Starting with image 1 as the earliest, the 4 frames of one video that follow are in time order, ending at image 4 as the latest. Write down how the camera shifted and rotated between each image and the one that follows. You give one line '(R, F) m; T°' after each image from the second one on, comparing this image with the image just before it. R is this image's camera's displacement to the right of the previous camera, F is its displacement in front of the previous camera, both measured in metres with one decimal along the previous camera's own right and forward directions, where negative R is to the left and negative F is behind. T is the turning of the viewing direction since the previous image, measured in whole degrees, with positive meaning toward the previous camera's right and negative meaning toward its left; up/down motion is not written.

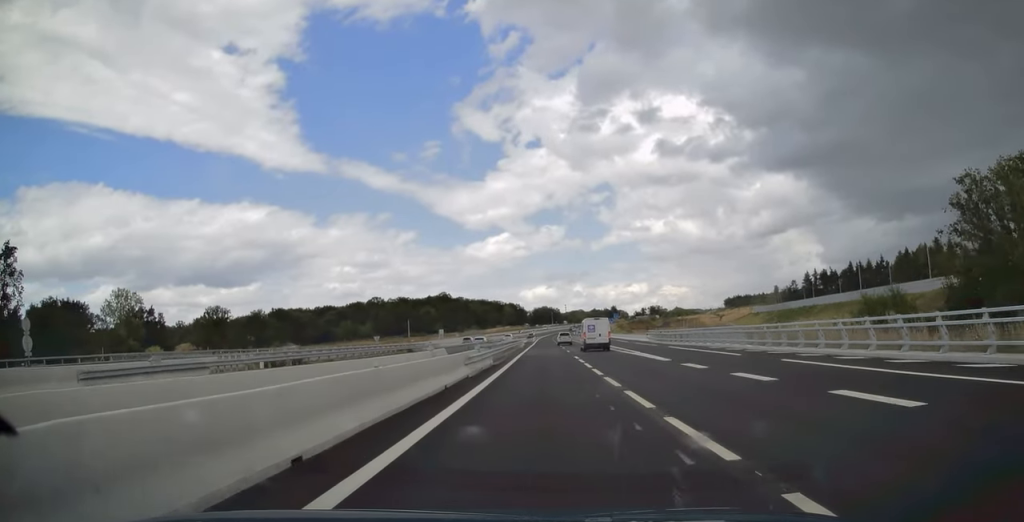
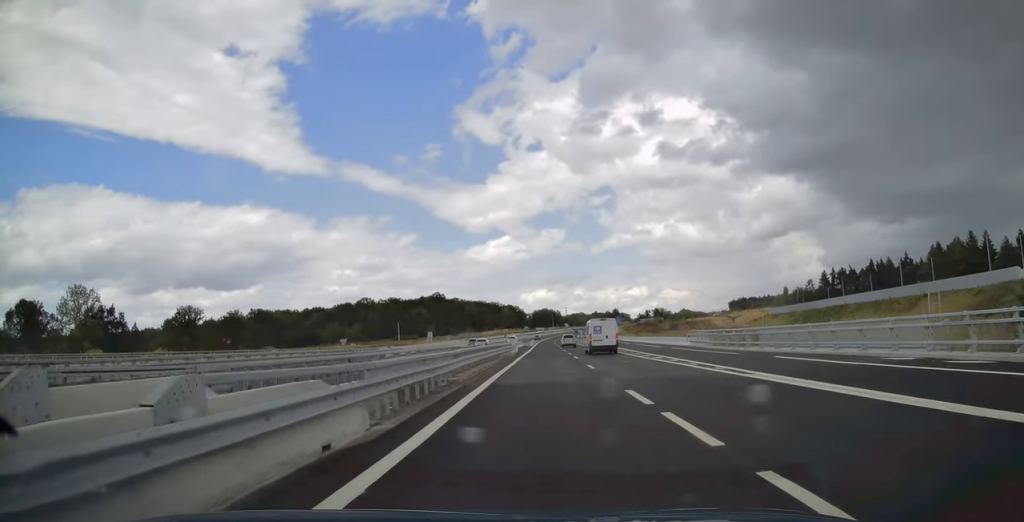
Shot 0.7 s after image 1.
(0.0, +23.1) m; 0°
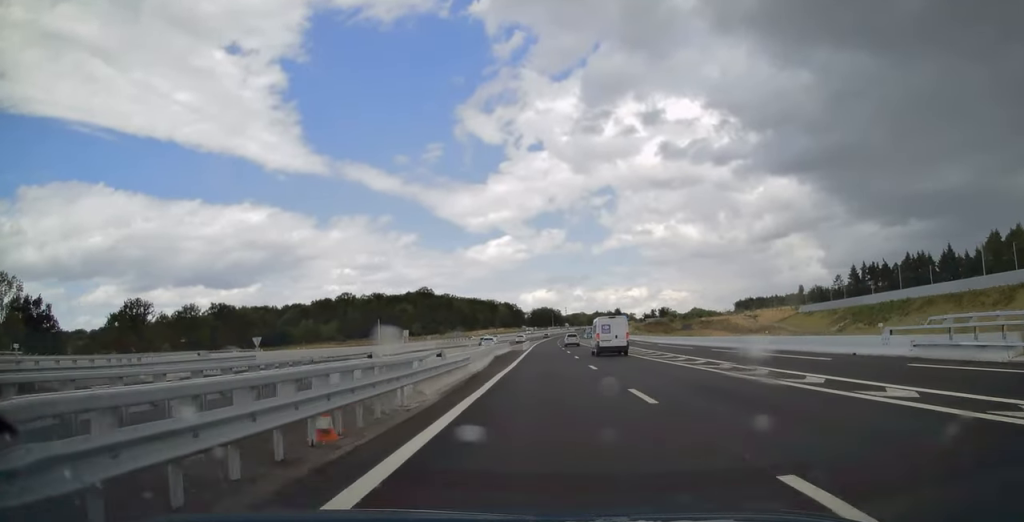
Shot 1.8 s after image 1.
(+0.1, +36.4) m; 0°
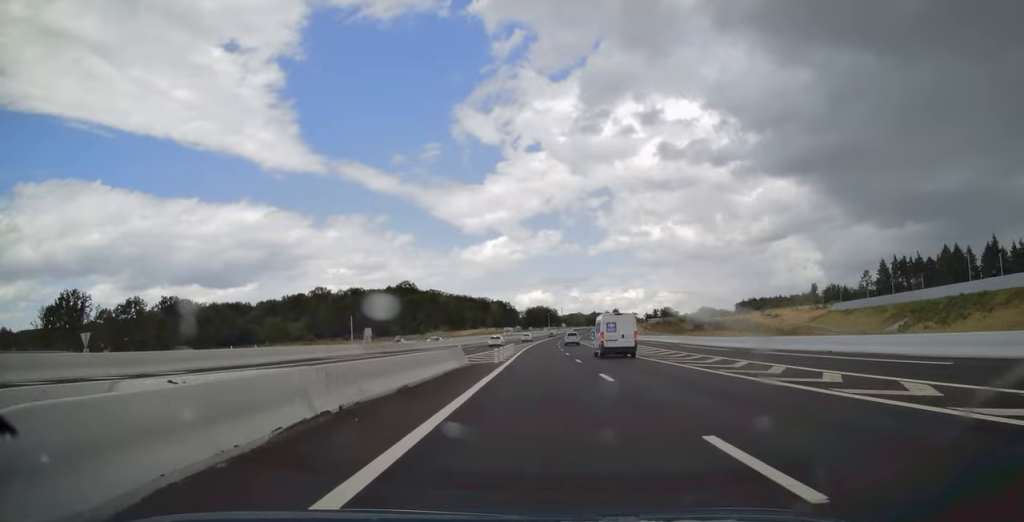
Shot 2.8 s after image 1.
(+0.1, +35.5) m; 0°
